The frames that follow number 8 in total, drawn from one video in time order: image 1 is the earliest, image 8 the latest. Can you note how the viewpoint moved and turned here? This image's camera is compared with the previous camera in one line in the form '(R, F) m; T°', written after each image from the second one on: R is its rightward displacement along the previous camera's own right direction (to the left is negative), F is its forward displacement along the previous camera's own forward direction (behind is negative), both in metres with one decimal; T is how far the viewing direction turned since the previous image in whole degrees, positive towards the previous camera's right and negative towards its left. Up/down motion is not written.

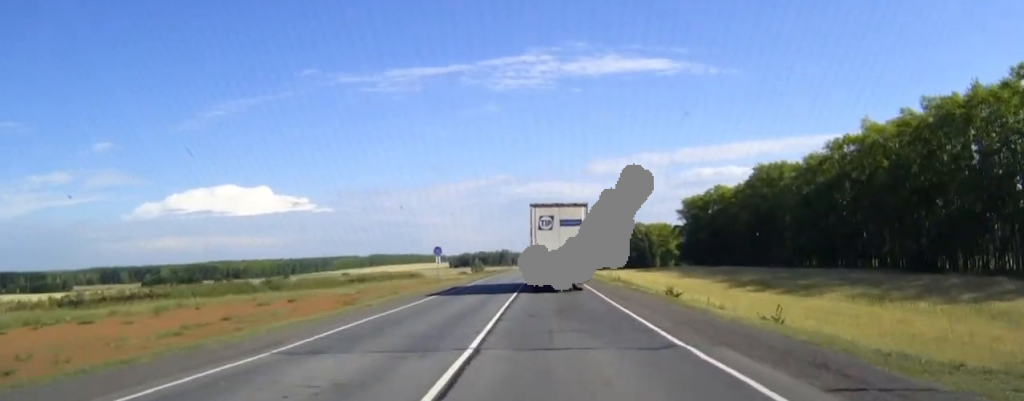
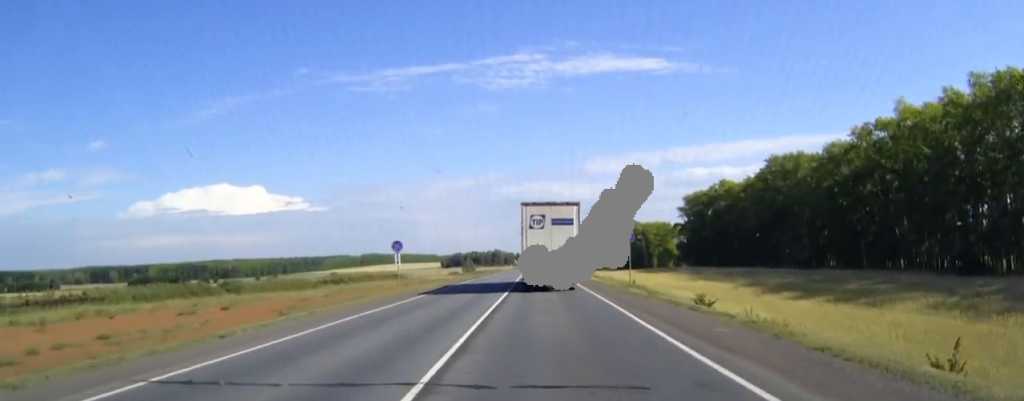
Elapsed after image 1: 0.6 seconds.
(+0.1, +13.3) m; 0°
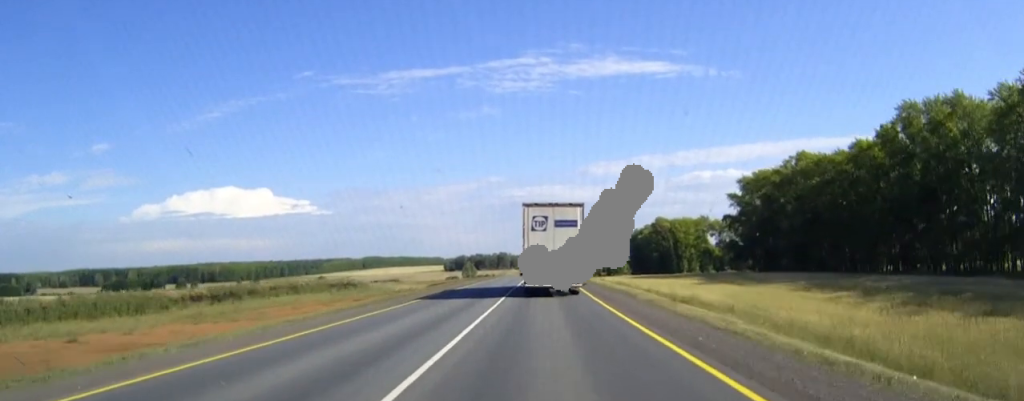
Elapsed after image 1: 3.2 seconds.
(+0.1, +53.7) m; 0°
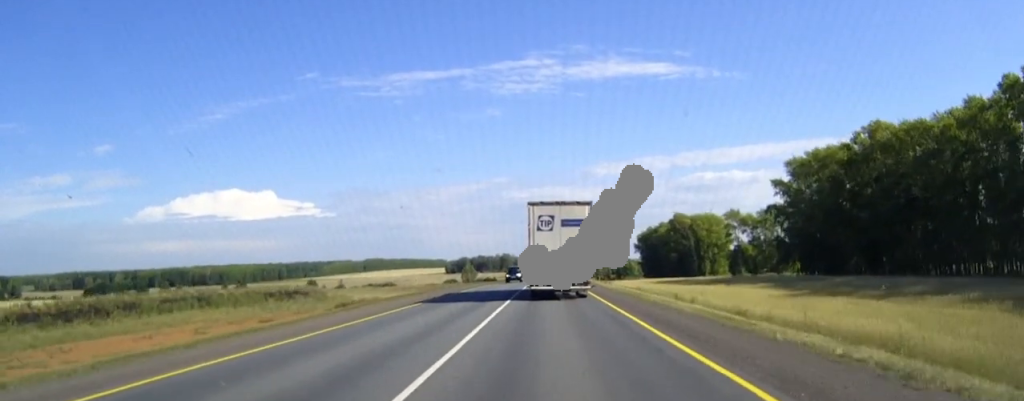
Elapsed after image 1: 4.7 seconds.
(-0.1, +31.2) m; 0°
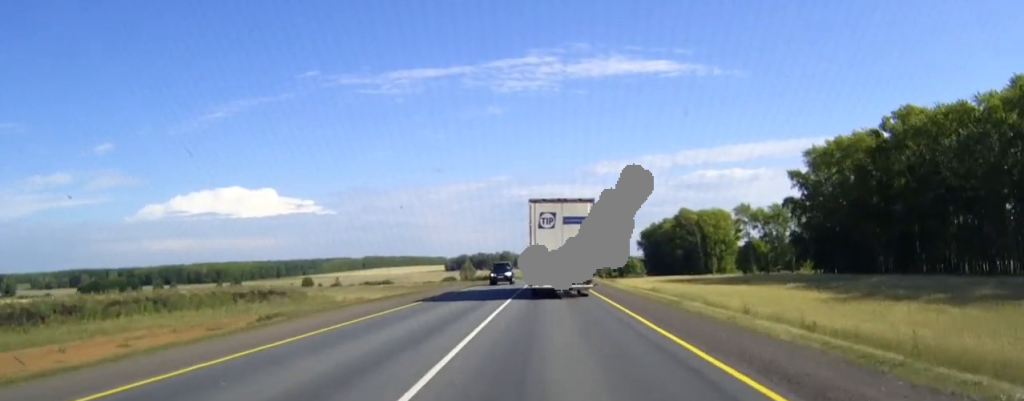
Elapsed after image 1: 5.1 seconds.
(0.0, +10.0) m; 0°
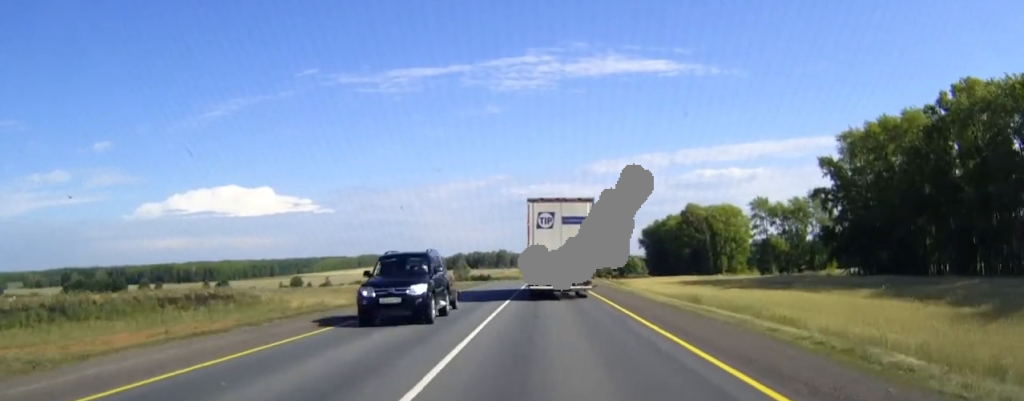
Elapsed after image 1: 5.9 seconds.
(0.0, +17.1) m; 0°
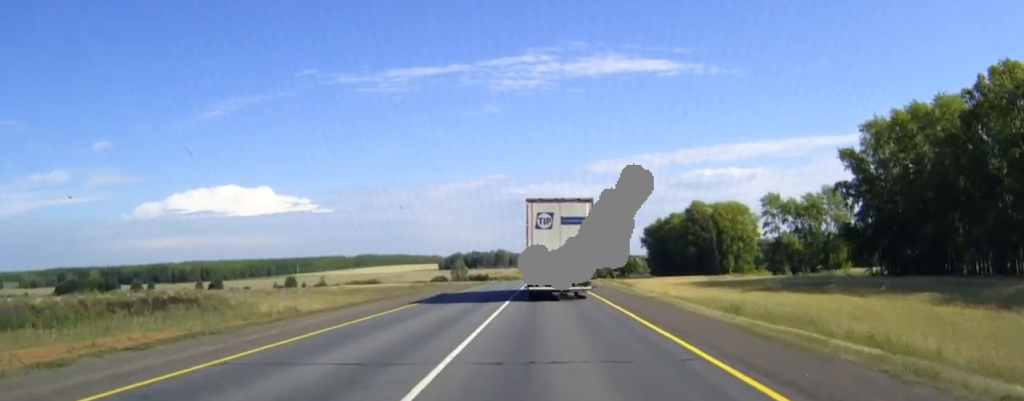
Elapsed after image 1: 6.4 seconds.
(0.0, +9.2) m; 0°
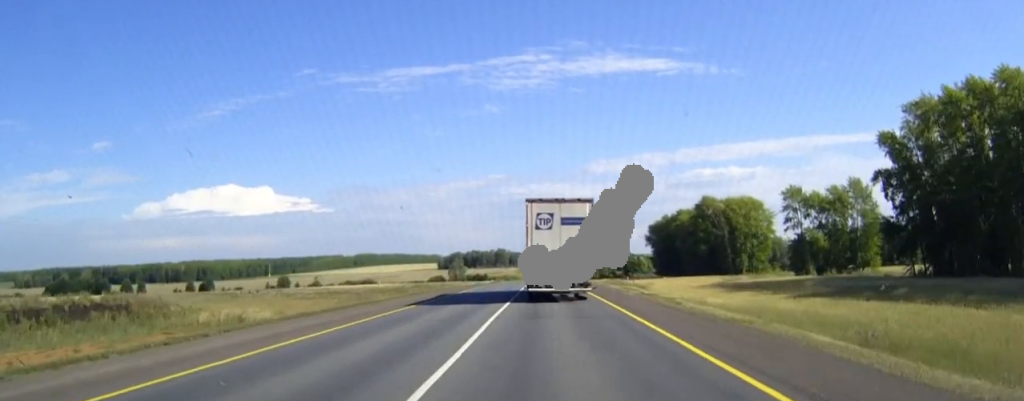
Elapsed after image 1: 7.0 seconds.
(0.0, +14.1) m; 0°
